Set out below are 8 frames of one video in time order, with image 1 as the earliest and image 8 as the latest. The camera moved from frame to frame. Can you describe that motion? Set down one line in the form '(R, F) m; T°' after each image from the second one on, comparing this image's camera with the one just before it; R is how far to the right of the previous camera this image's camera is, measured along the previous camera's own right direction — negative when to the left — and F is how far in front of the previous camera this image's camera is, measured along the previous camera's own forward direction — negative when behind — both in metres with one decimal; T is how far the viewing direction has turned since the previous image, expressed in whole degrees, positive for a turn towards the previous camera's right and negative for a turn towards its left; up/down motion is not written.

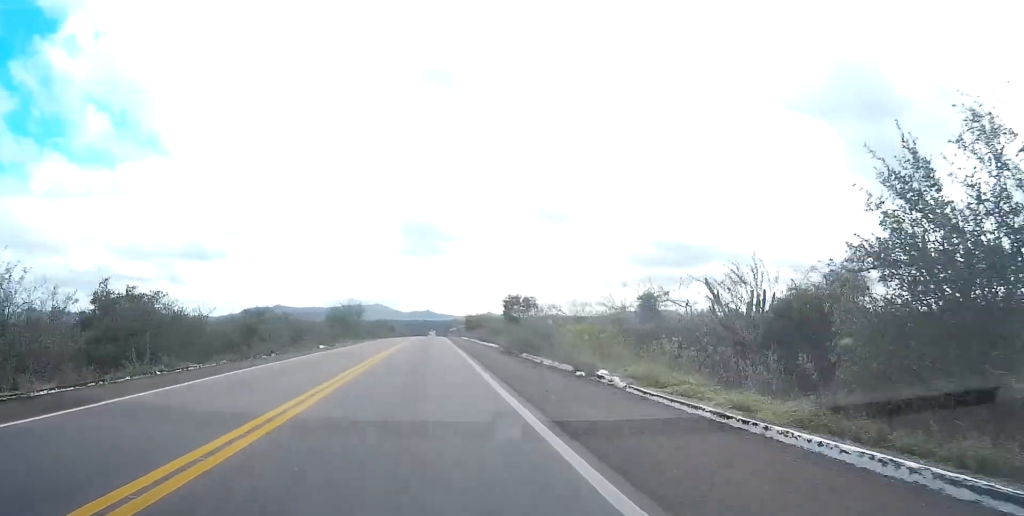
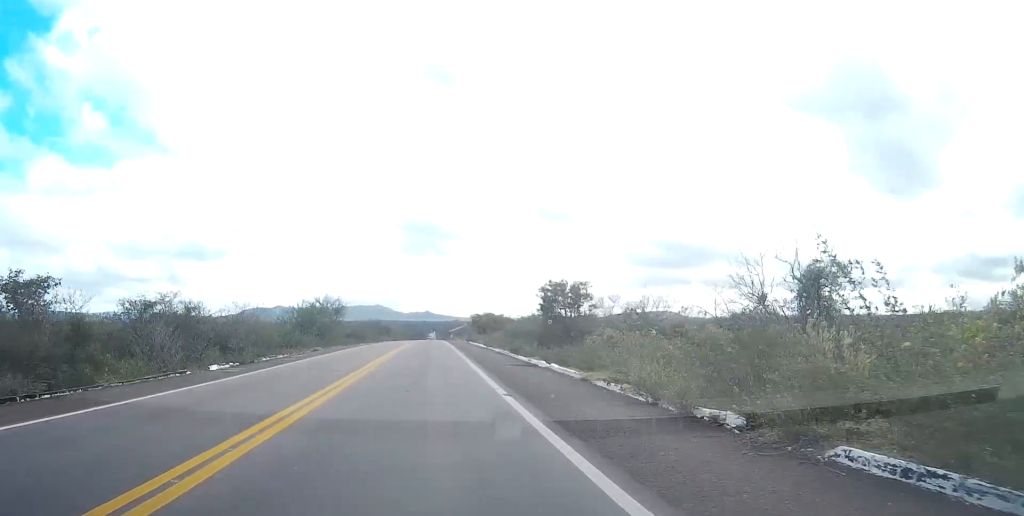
(0.0, +27.1) m; 0°
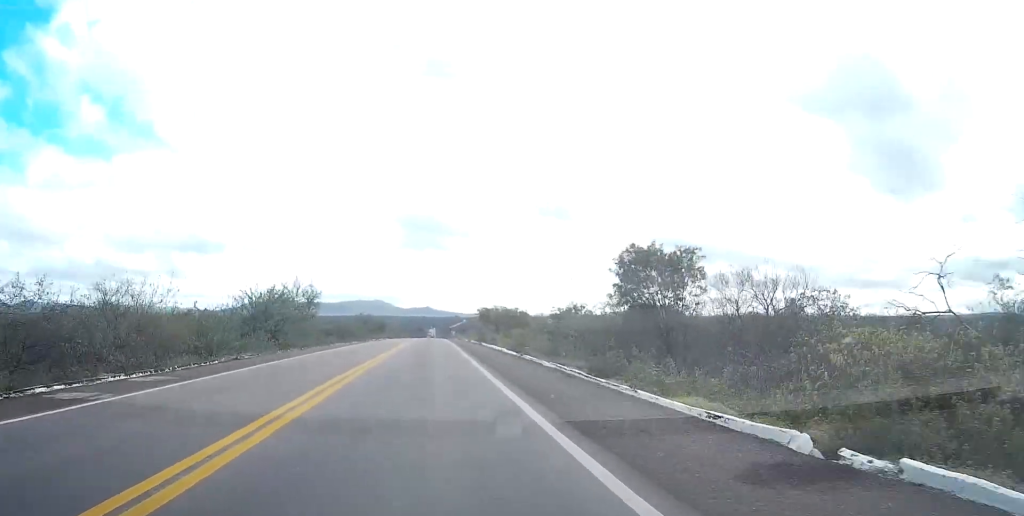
(0.0, +21.5) m; 0°
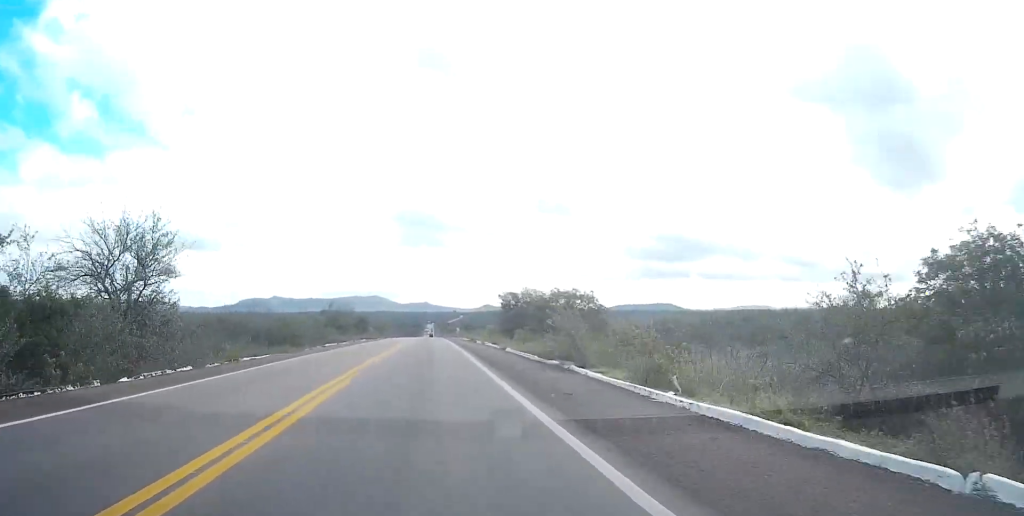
(0.0, +42.9) m; 0°
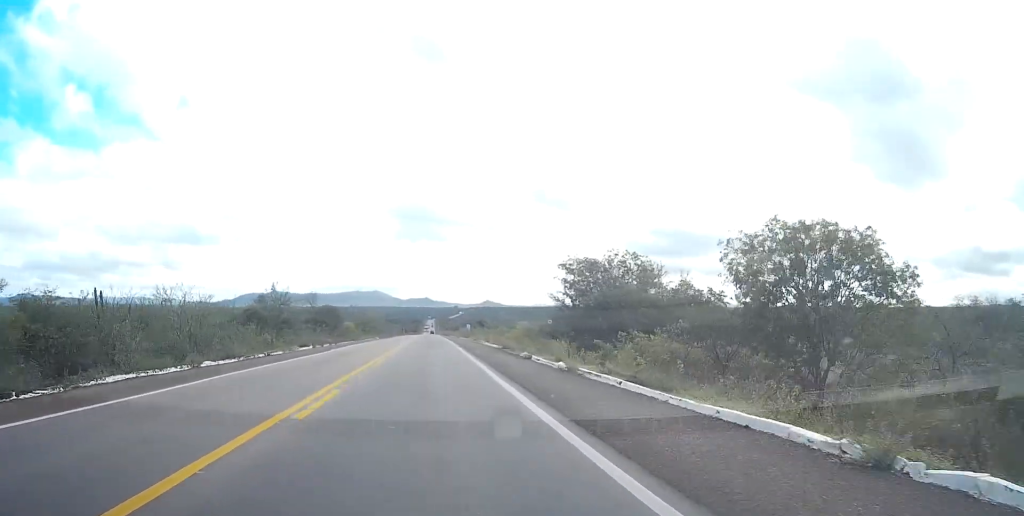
(-0.1, +39.4) m; 0°
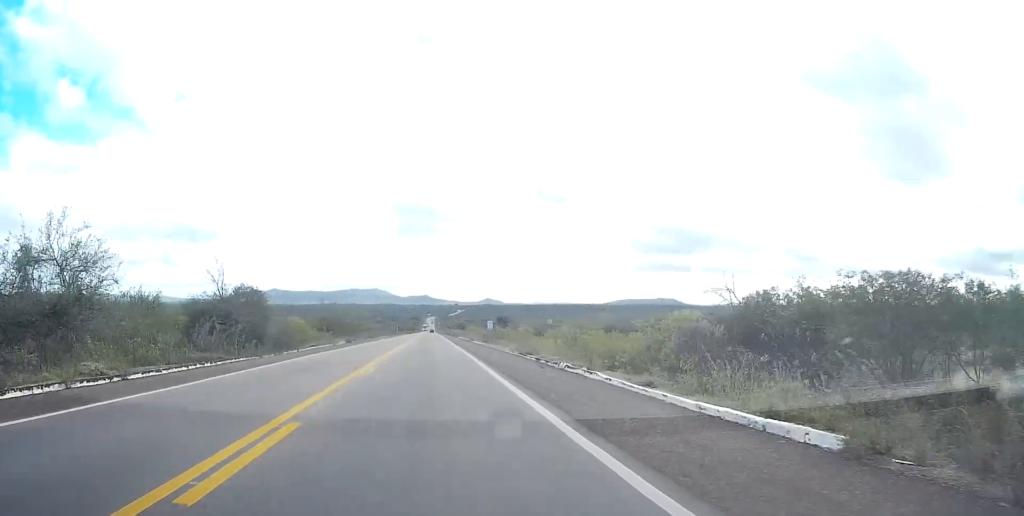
(+0.1, +41.6) m; 0°
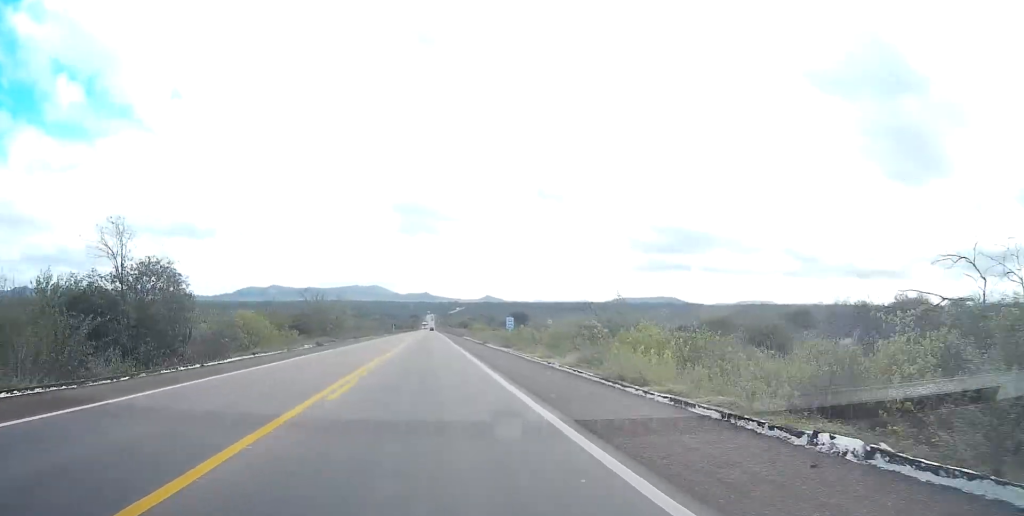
(-0.1, +18.0) m; 0°
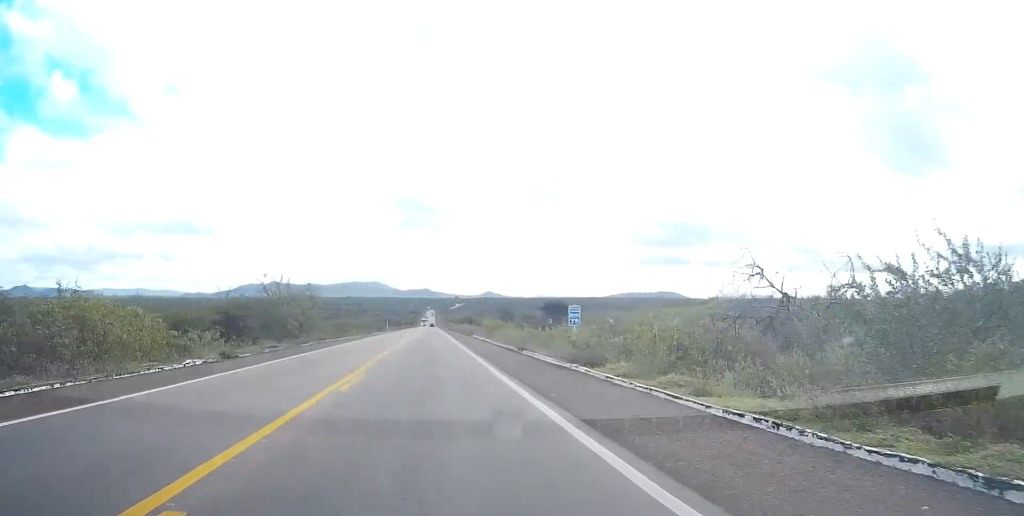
(0.0, +23.7) m; 0°
